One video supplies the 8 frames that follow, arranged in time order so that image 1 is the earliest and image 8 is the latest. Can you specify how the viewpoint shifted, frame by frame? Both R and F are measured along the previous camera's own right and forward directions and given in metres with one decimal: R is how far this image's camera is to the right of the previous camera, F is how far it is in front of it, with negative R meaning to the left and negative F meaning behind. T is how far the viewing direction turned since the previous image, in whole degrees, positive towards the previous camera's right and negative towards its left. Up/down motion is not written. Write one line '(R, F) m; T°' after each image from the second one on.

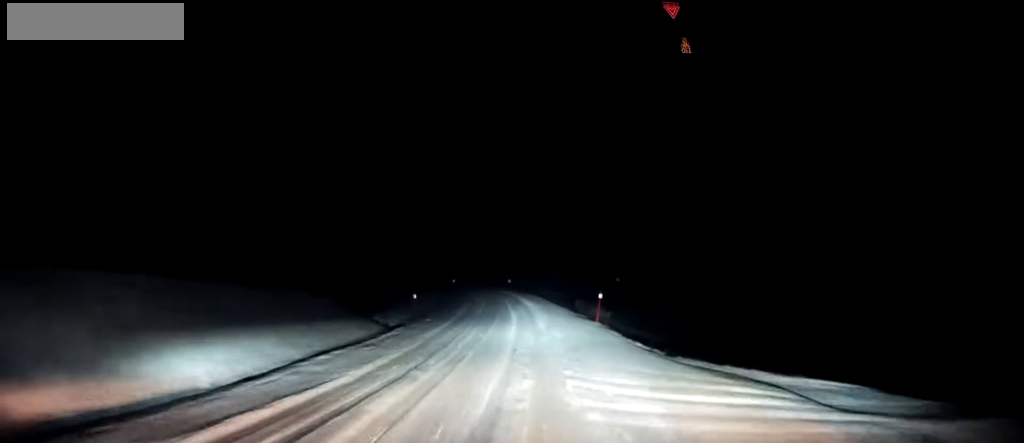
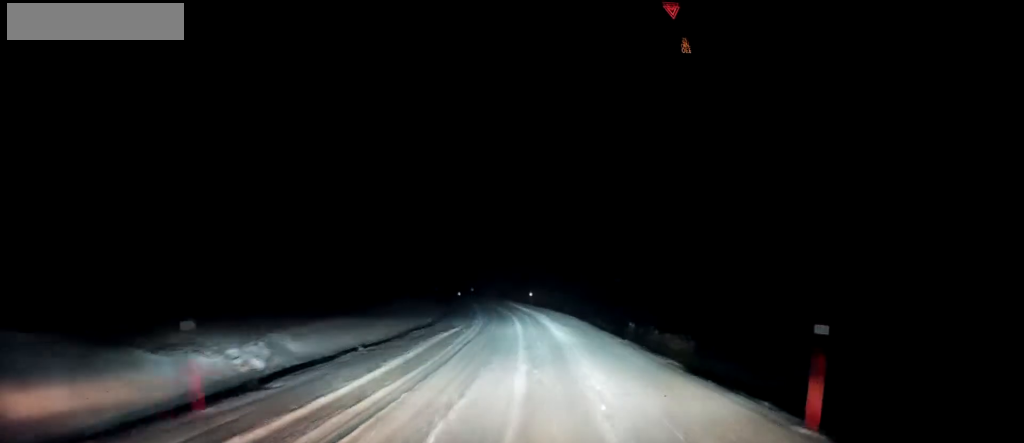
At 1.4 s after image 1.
(+0.5, +16.2) m; 0°
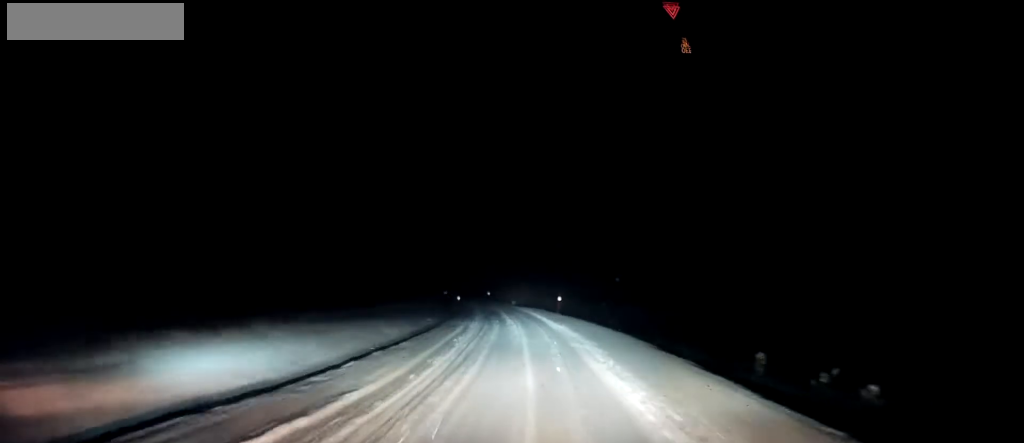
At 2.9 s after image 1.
(-0.5, +16.8) m; -1°
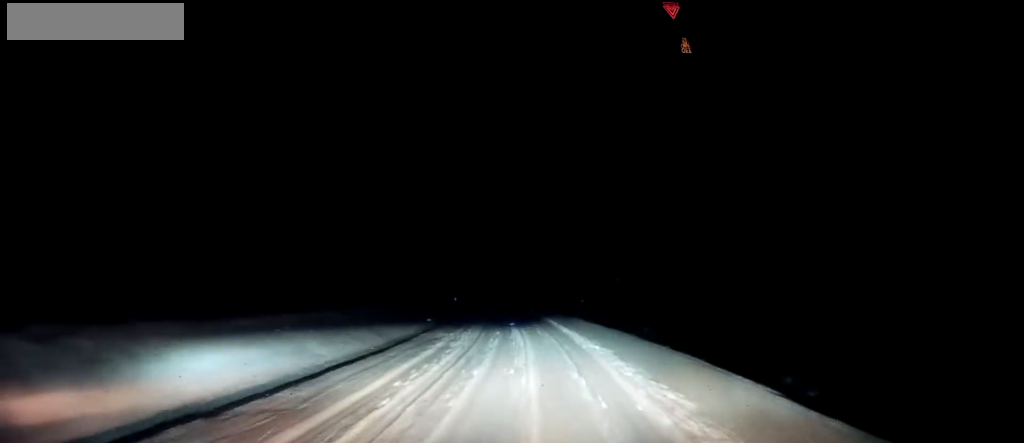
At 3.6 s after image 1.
(+0.4, +8.6) m; 0°
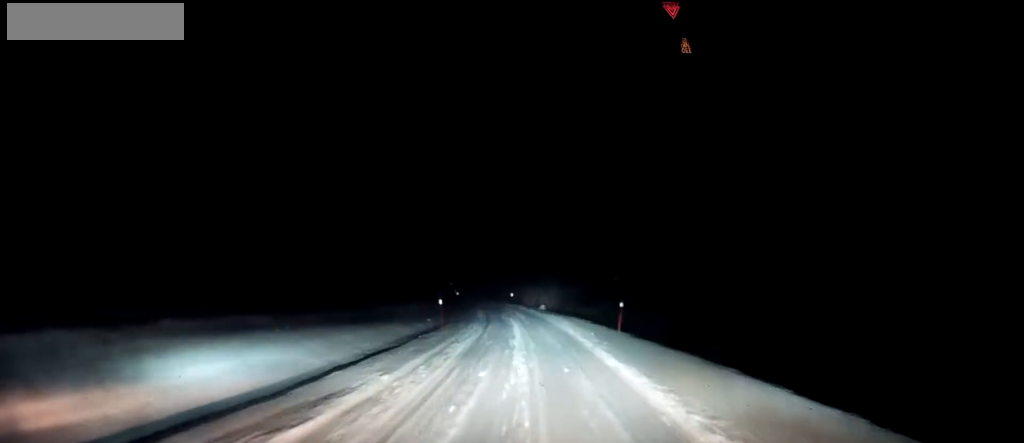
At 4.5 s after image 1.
(-0.3, +9.7) m; -4°
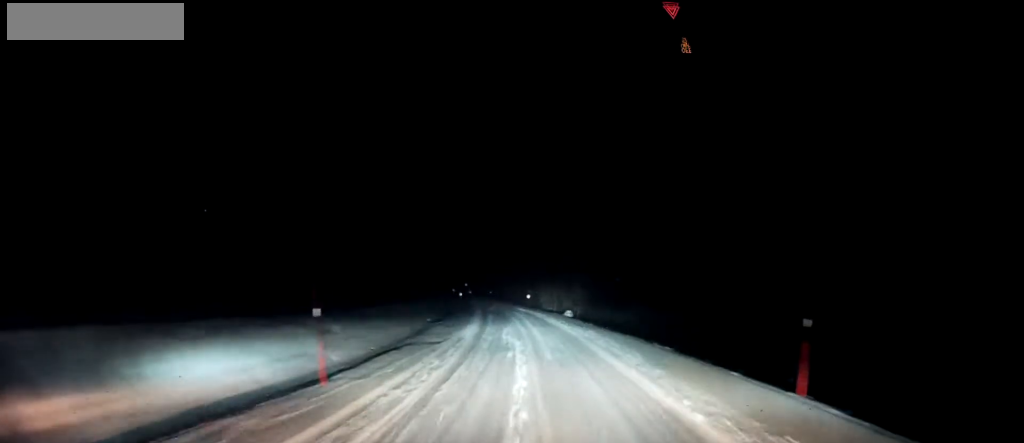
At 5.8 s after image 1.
(-0.7, +15.0) m; -3°
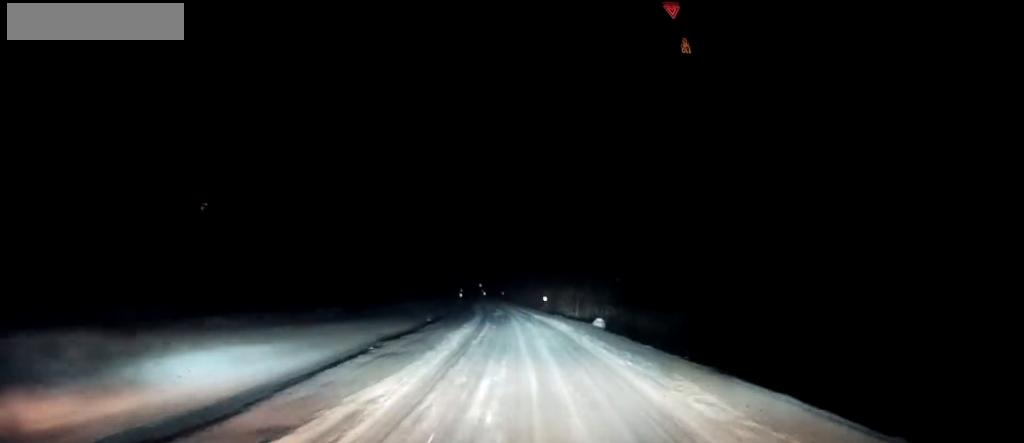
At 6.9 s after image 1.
(0.0, +11.5) m; 0°
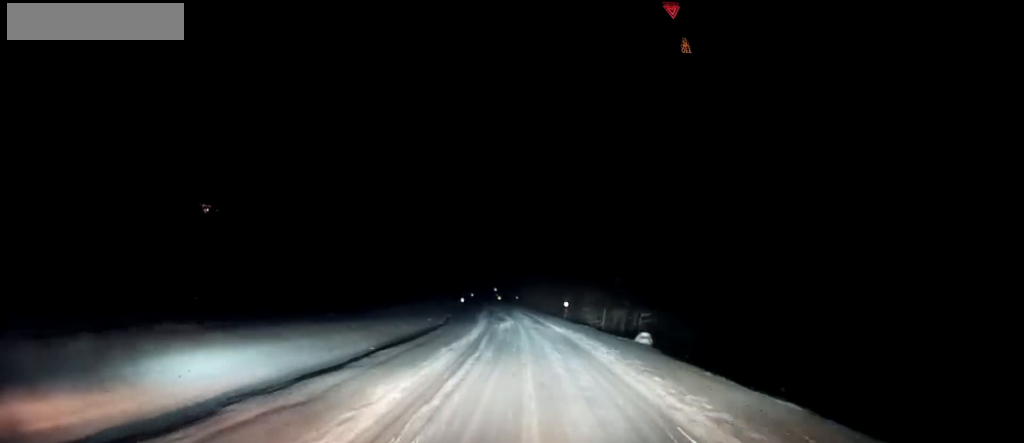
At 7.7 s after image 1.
(0.0, +8.9) m; 0°
